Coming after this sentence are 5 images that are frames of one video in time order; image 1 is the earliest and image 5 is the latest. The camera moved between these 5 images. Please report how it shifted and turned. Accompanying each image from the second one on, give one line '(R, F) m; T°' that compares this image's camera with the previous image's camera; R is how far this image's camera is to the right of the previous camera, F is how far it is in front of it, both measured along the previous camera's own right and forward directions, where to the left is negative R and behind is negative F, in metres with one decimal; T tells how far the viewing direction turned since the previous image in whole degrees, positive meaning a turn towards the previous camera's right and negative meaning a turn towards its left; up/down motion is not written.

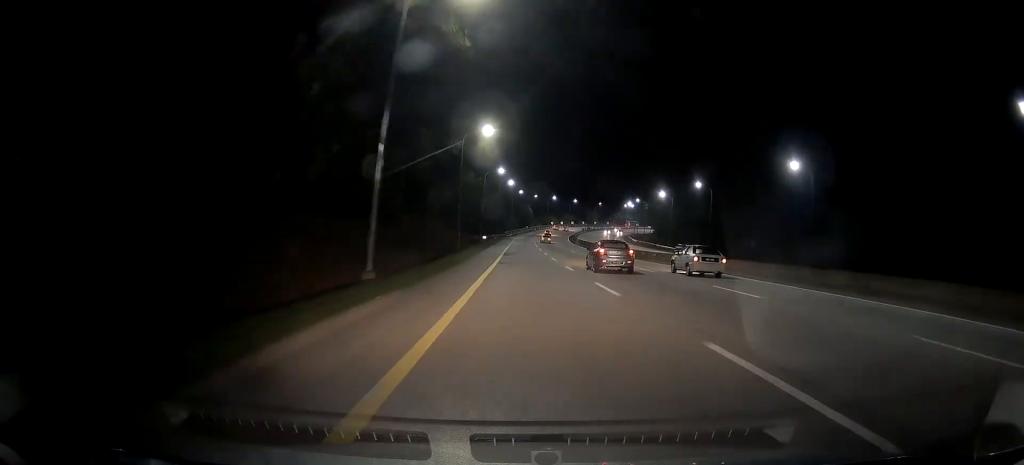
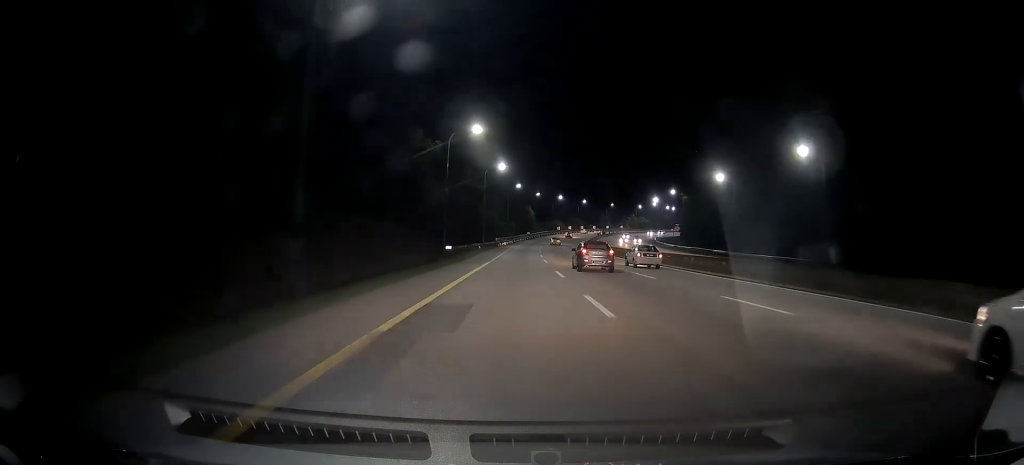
(-0.3, +40.1) m; -2°
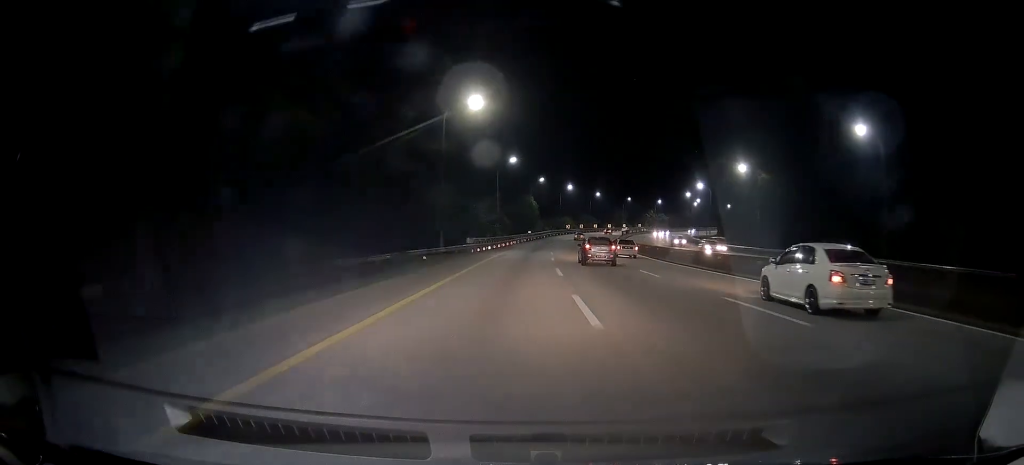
(-1.2, +41.5) m; 0°
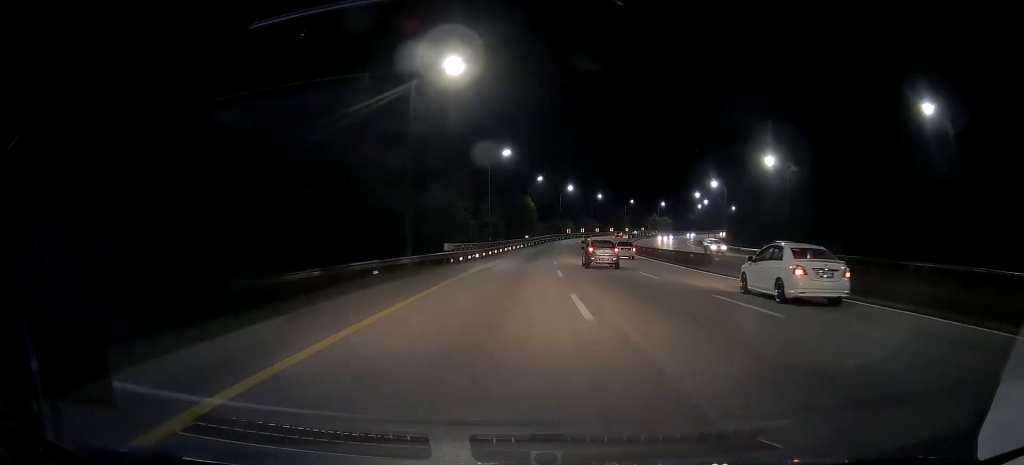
(+0.4, +11.2) m; +1°
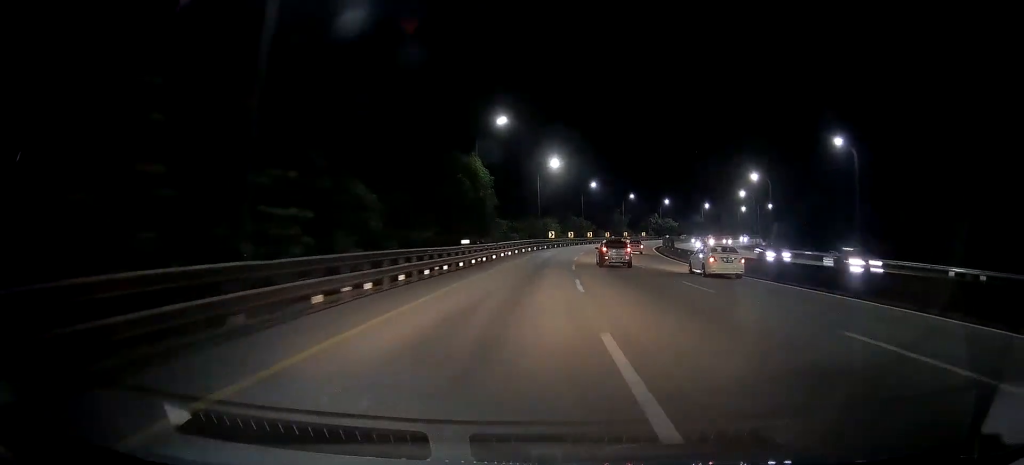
(+1.3, +55.2) m; +1°
